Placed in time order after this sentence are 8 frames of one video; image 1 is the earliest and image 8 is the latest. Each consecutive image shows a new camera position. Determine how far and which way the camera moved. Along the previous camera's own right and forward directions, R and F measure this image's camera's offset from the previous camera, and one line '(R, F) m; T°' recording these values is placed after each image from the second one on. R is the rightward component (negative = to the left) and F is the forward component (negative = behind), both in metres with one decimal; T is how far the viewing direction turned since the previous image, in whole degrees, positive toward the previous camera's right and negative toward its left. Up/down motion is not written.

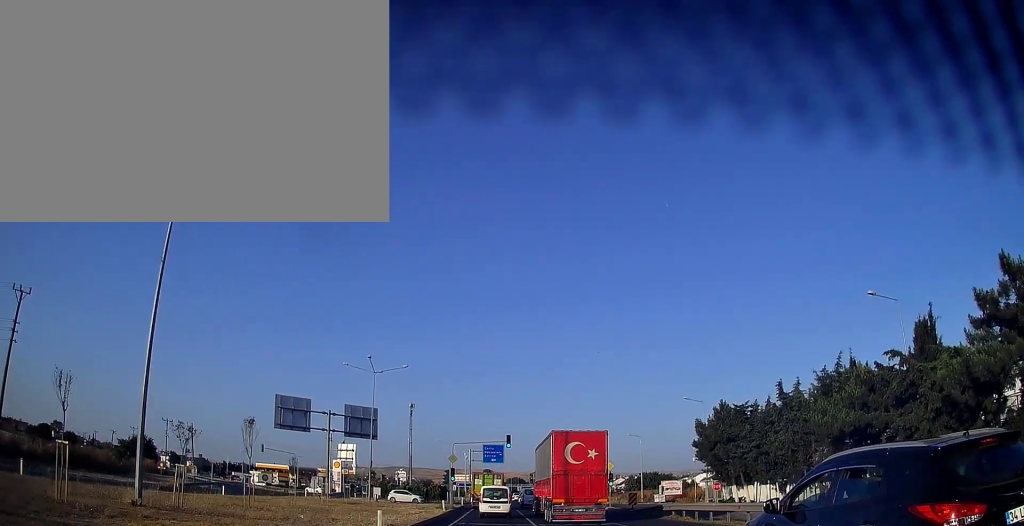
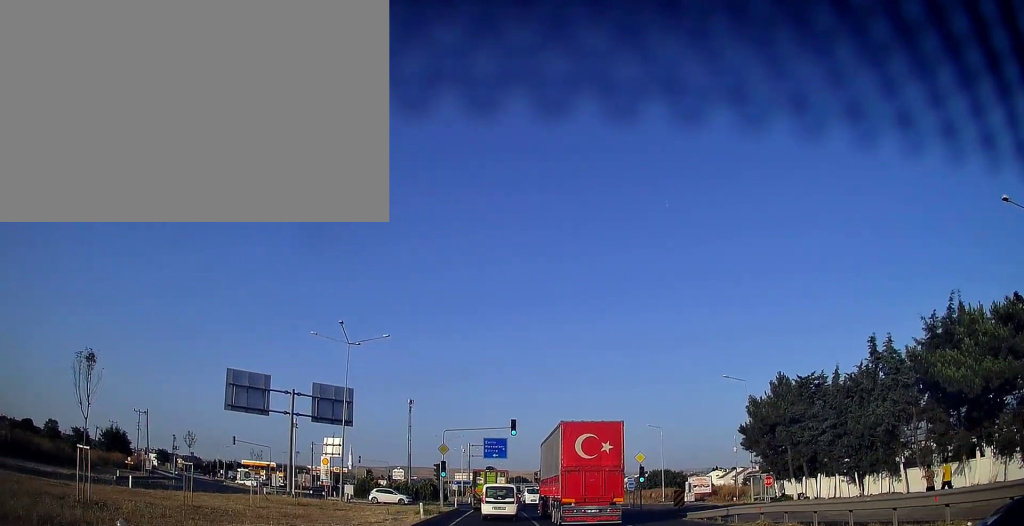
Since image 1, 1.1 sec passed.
(-0.2, +10.4) m; -2°
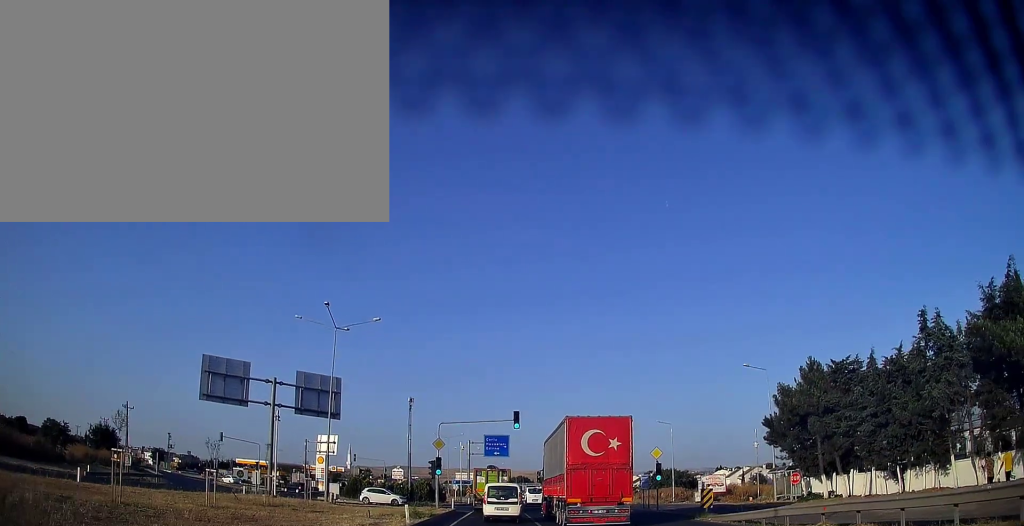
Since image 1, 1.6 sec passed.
(-0.1, +4.4) m; -1°
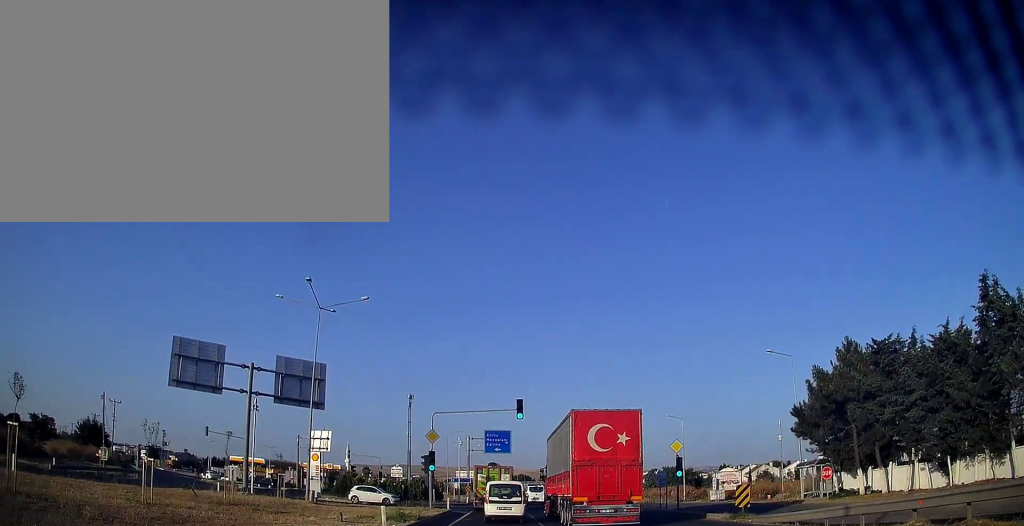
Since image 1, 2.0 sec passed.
(+0.1, +3.9) m; +1°
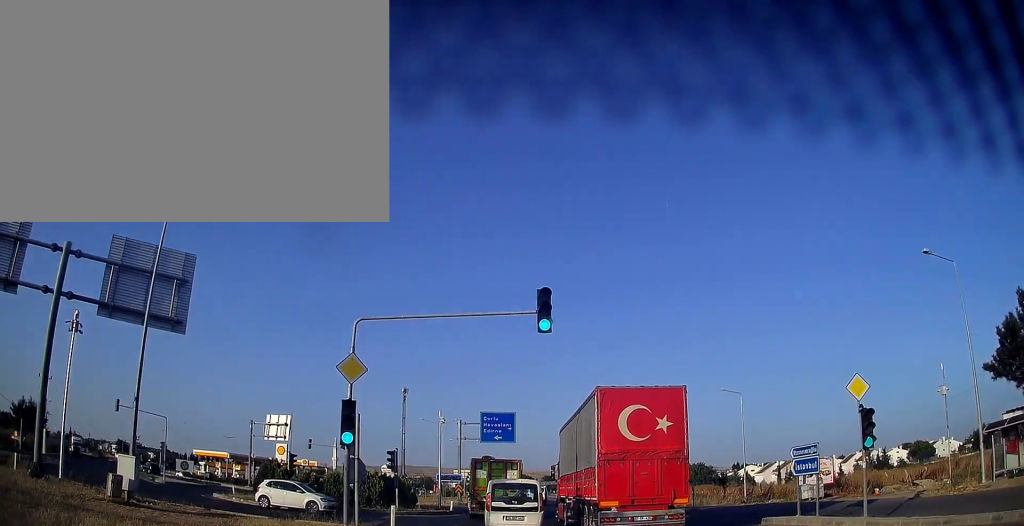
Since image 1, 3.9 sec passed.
(+0.7, +18.7) m; +1°
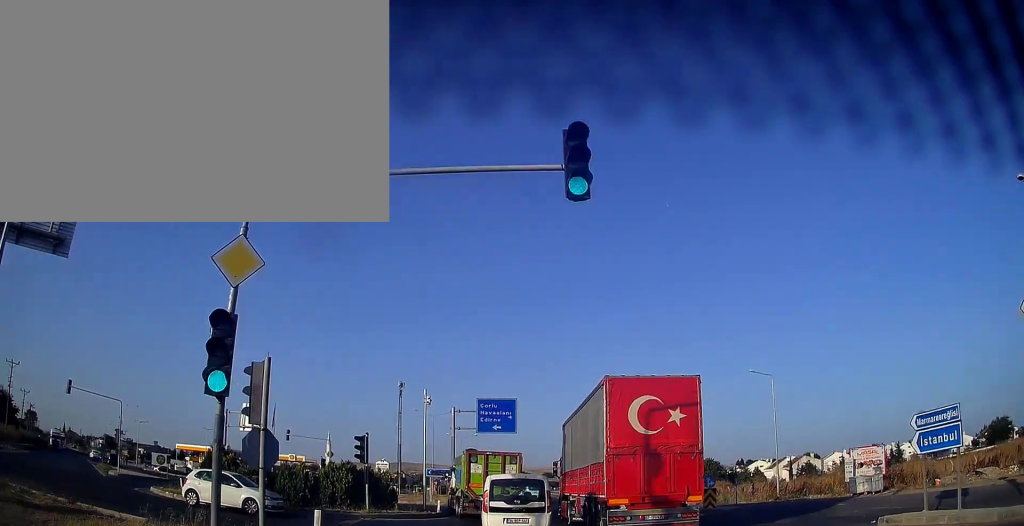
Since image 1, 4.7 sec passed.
(-0.4, +7.1) m; -1°
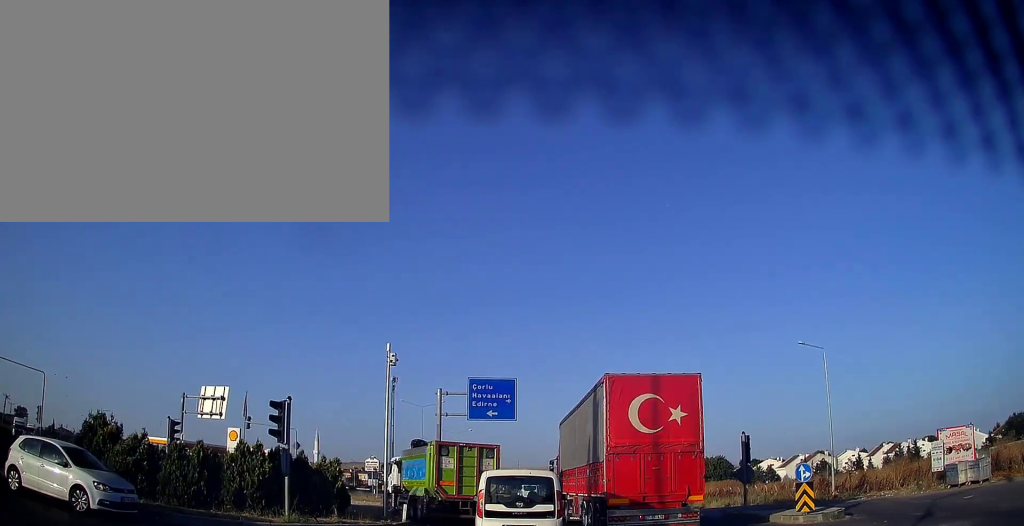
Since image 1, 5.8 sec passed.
(+0.3, +9.2) m; +2°
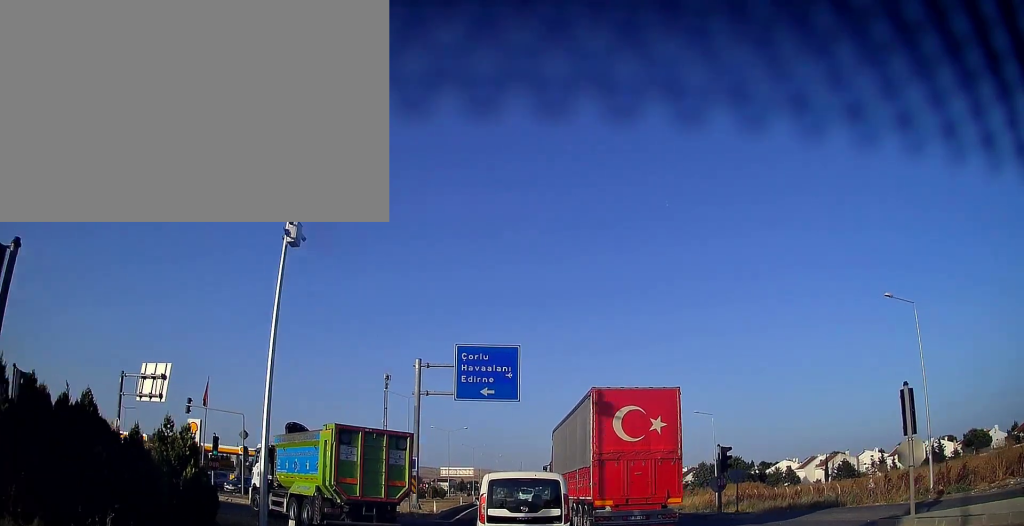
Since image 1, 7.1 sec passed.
(+0.2, +11.2) m; +1°
